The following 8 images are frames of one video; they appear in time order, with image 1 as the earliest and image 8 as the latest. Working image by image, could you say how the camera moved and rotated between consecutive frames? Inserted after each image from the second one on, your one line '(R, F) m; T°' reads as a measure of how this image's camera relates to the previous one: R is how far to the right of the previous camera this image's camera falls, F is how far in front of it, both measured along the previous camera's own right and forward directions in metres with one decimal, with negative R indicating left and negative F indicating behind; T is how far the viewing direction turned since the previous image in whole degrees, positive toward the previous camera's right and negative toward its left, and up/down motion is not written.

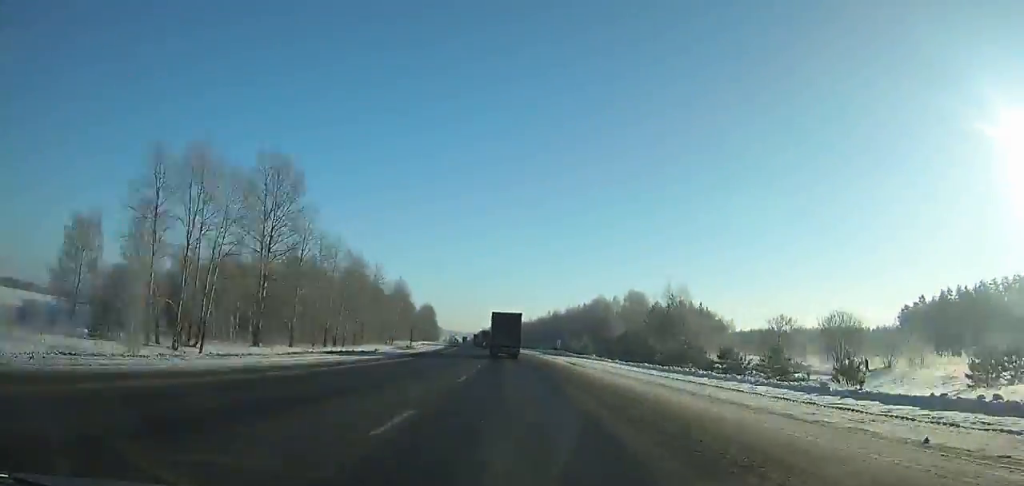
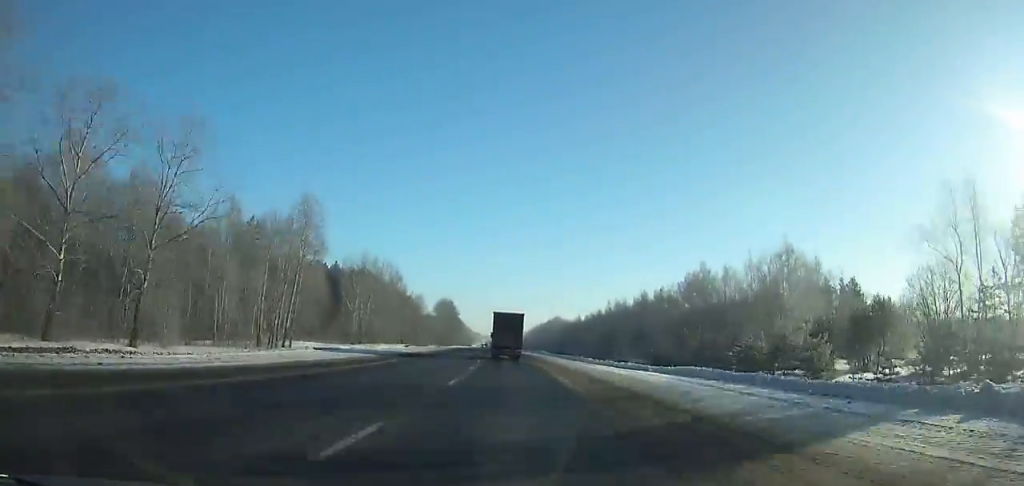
(-2.9, +83.9) m; -4°
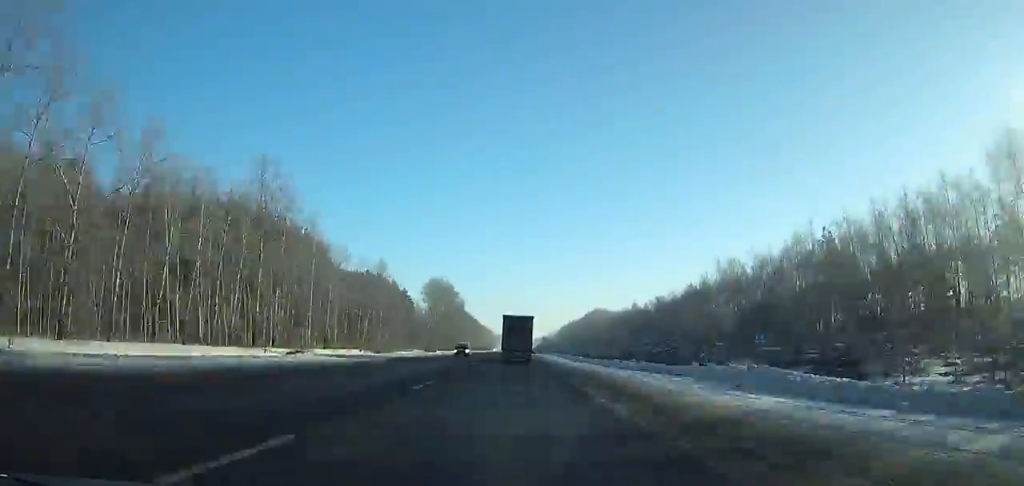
(-2.3, +96.4) m; -2°
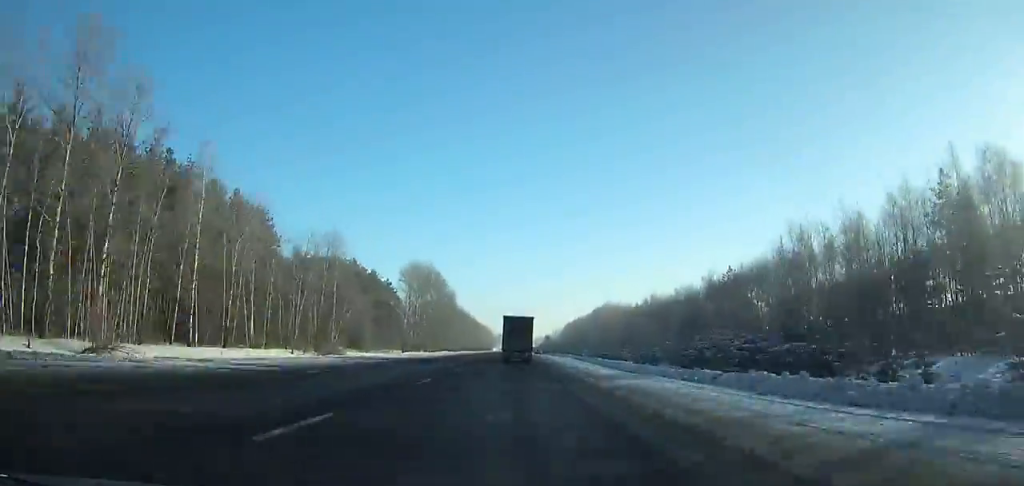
(-0.1, +33.0) m; 0°
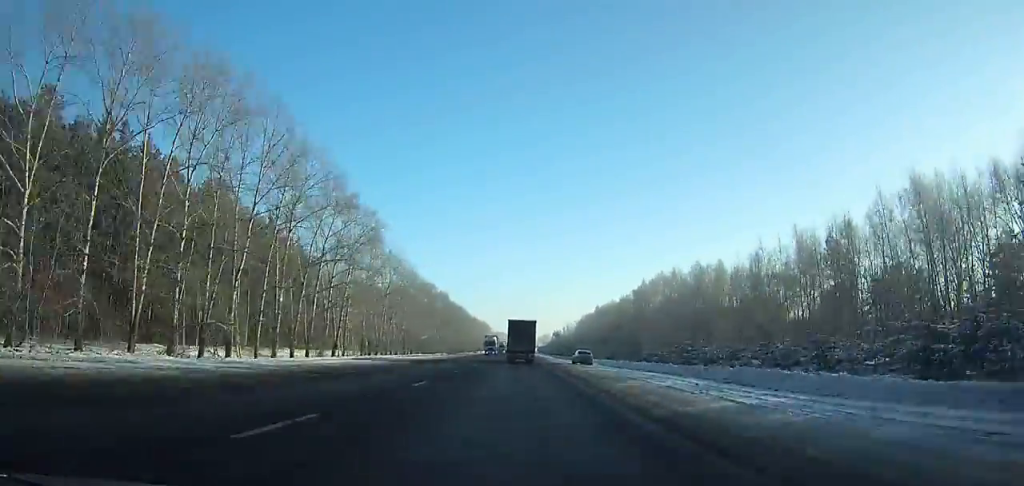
(+0.1, +107.9) m; 0°
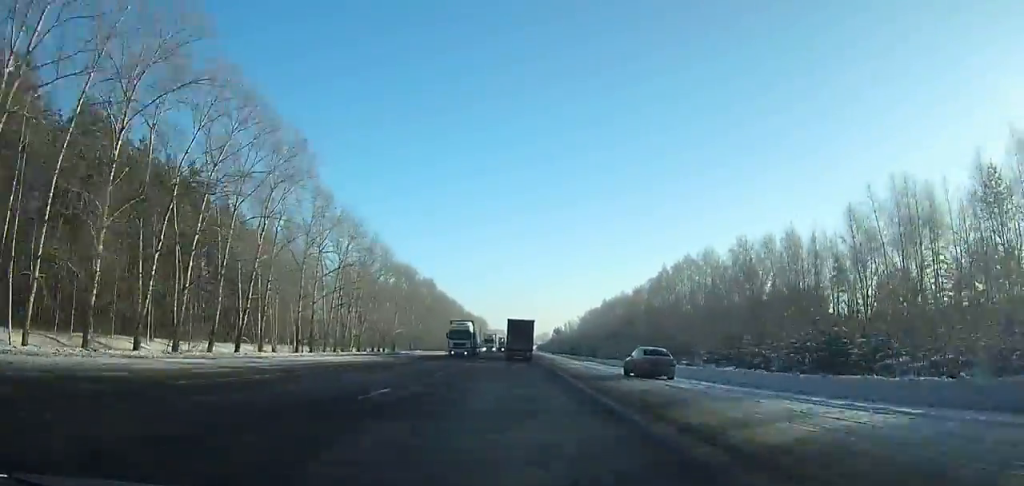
(+0.1, +30.7) m; 0°
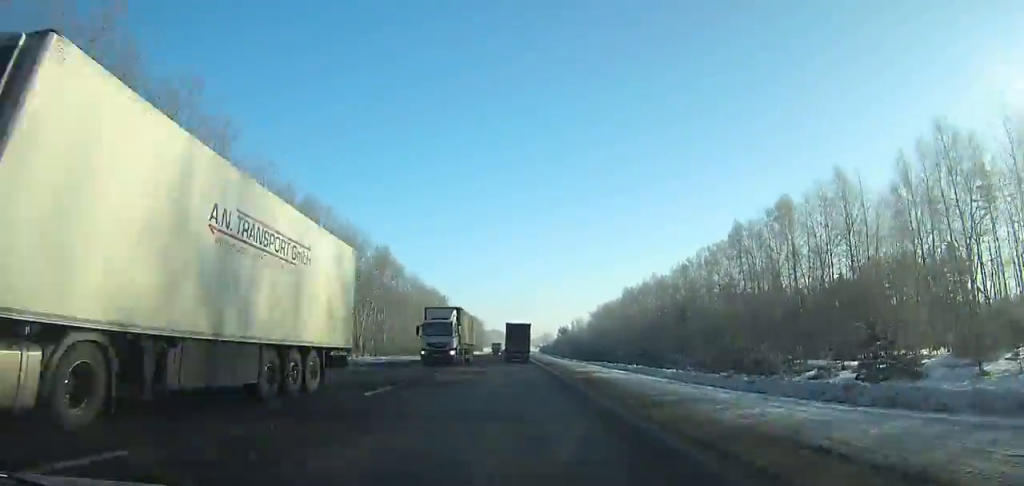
(+0.1, +60.1) m; 0°
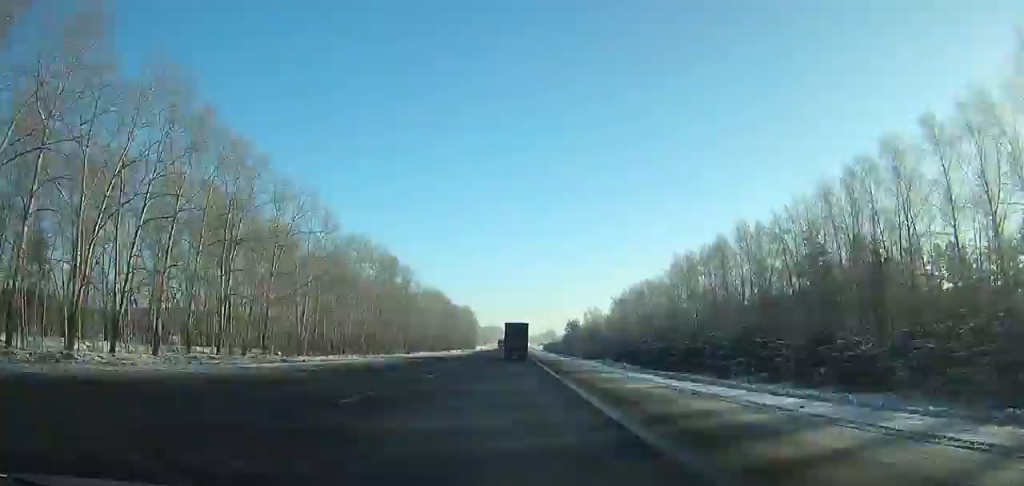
(-0.4, +74.6) m; 0°
